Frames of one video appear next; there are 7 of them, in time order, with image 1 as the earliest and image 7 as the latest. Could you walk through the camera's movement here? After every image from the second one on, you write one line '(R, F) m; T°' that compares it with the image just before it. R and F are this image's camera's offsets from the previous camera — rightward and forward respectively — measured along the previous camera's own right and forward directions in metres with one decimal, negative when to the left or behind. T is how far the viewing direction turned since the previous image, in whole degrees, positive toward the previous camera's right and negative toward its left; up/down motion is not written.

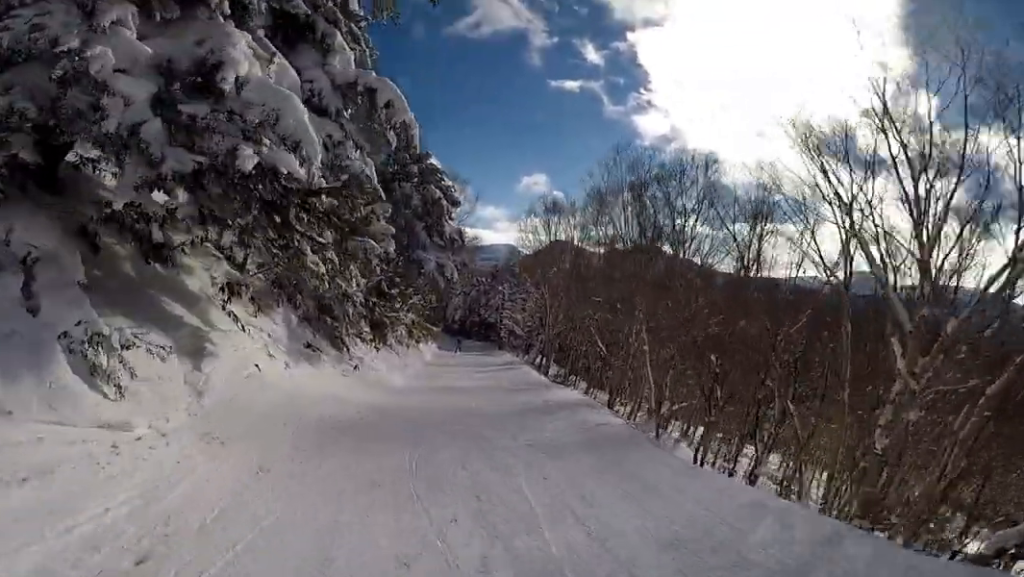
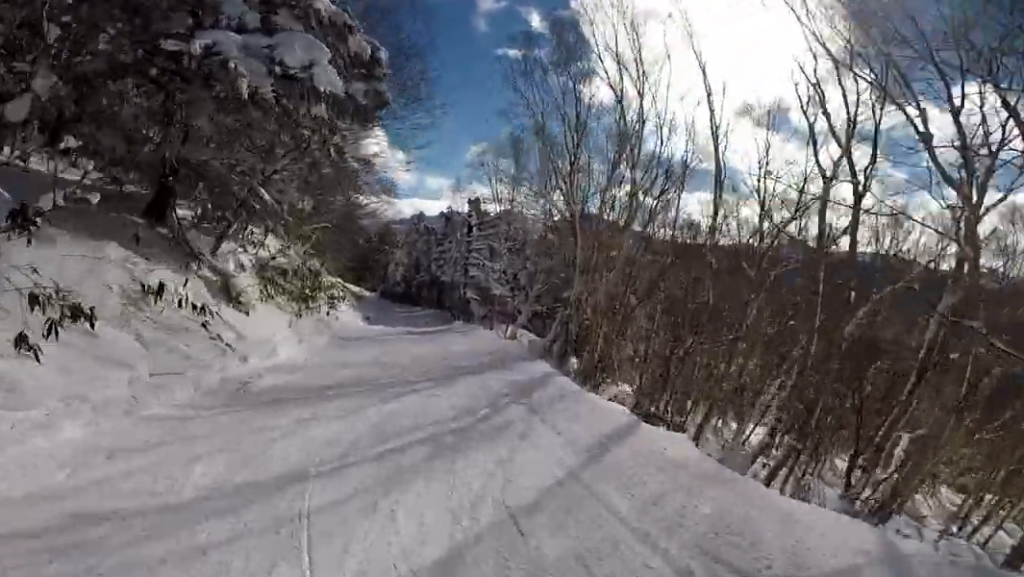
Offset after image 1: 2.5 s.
(-0.8, +19.4) m; -16°
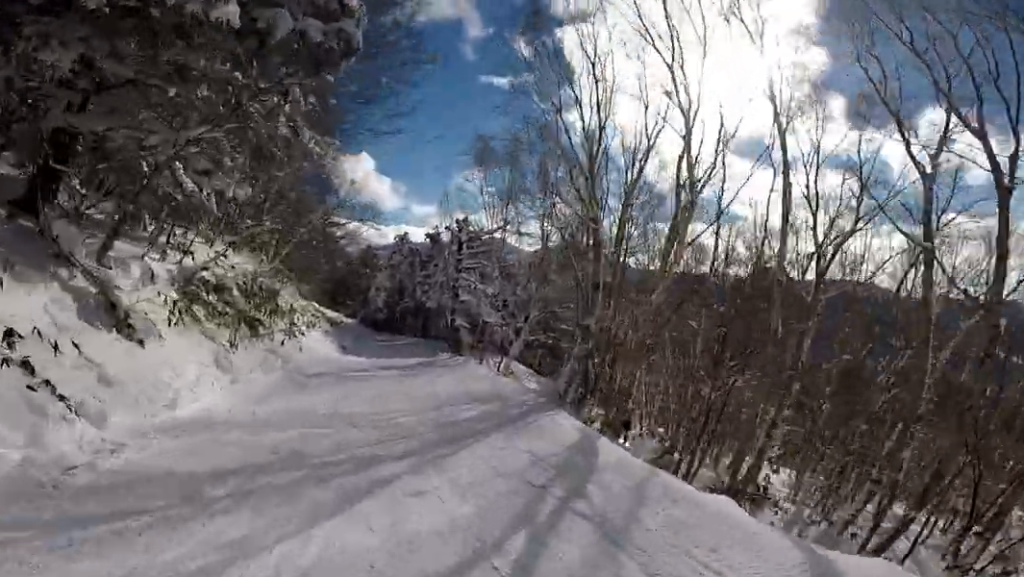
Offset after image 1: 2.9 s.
(-0.3, +3.3) m; -1°
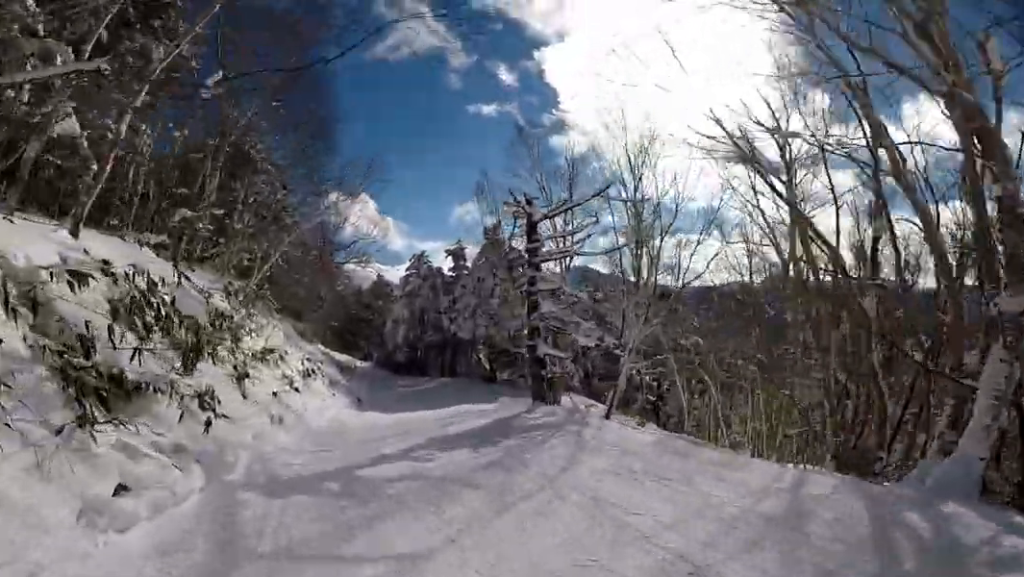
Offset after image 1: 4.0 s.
(-0.2, +6.7) m; +12°
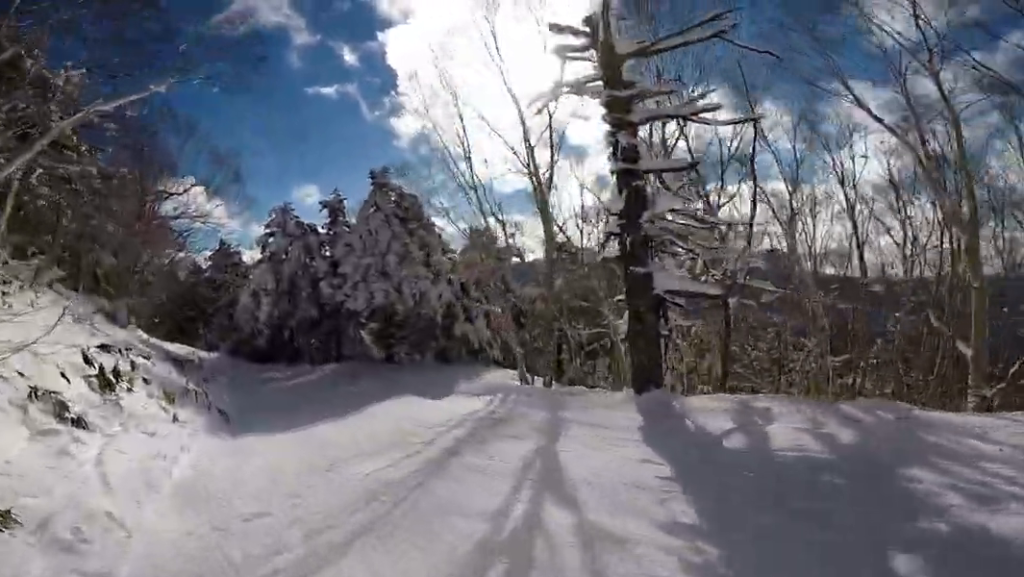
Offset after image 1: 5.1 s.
(+1.3, +4.6) m; +19°
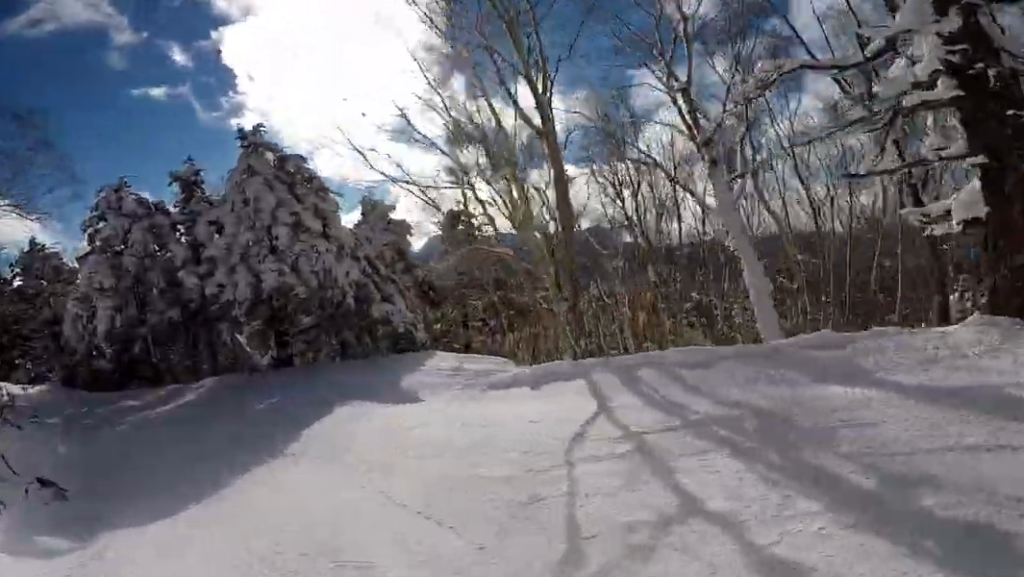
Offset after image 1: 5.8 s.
(0.0, +3.1) m; +10°
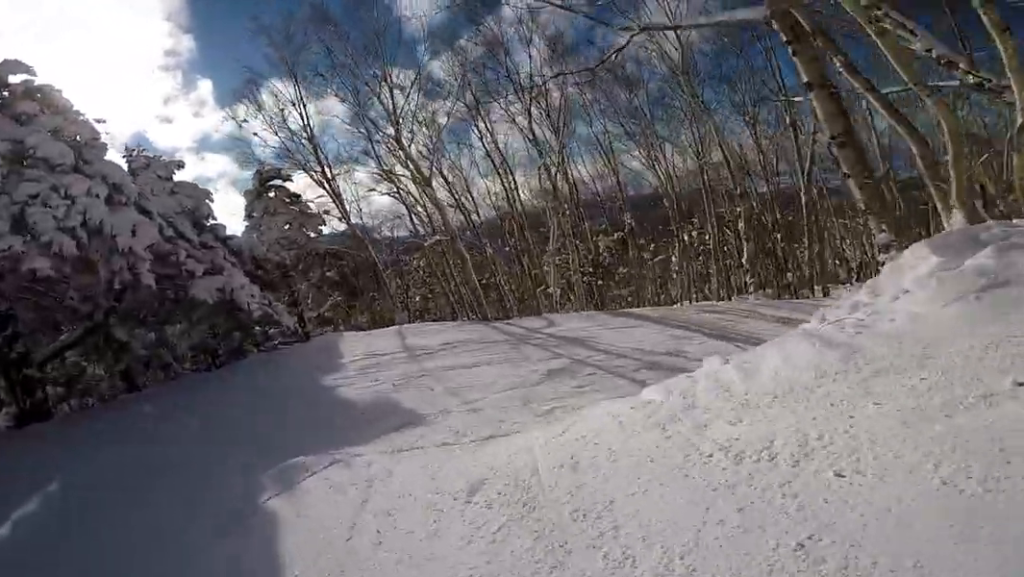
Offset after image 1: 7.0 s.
(+1.4, +5.1) m; +42°
